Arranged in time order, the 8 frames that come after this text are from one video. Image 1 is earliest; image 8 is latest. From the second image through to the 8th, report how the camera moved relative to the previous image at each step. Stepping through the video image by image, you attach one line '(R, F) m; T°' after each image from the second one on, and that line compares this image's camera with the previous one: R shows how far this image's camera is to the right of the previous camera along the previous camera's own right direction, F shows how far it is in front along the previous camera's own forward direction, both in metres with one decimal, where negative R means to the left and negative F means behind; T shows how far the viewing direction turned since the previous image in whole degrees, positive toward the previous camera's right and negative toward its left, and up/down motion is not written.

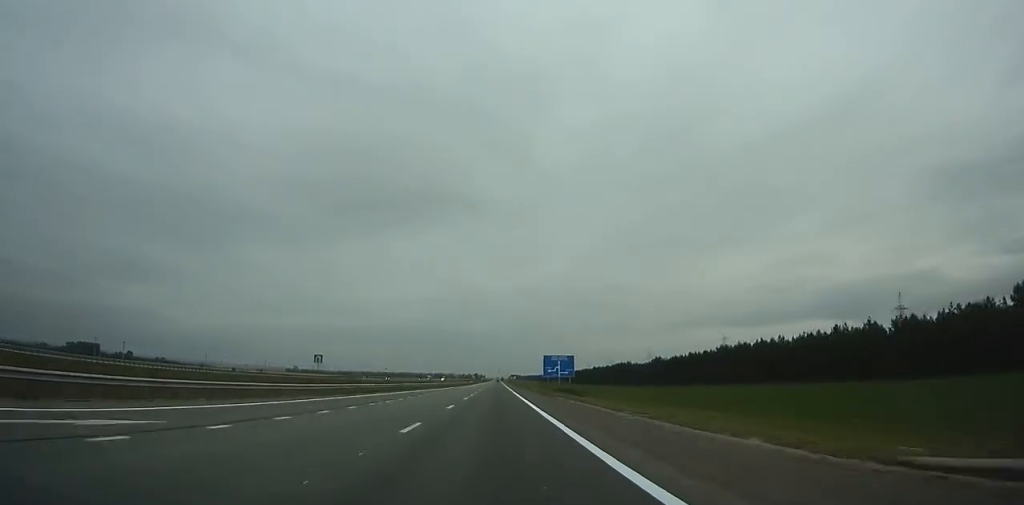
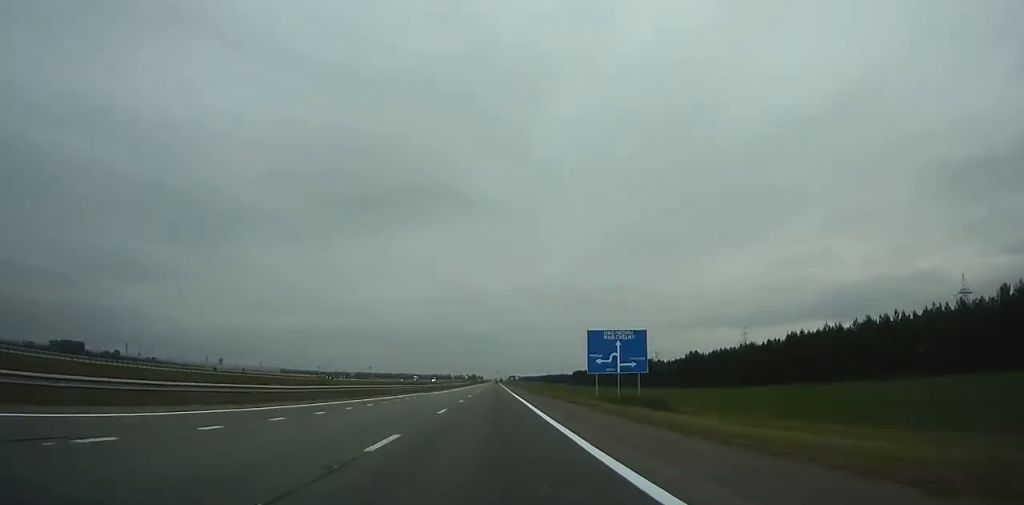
(0.0, +48.0) m; 0°
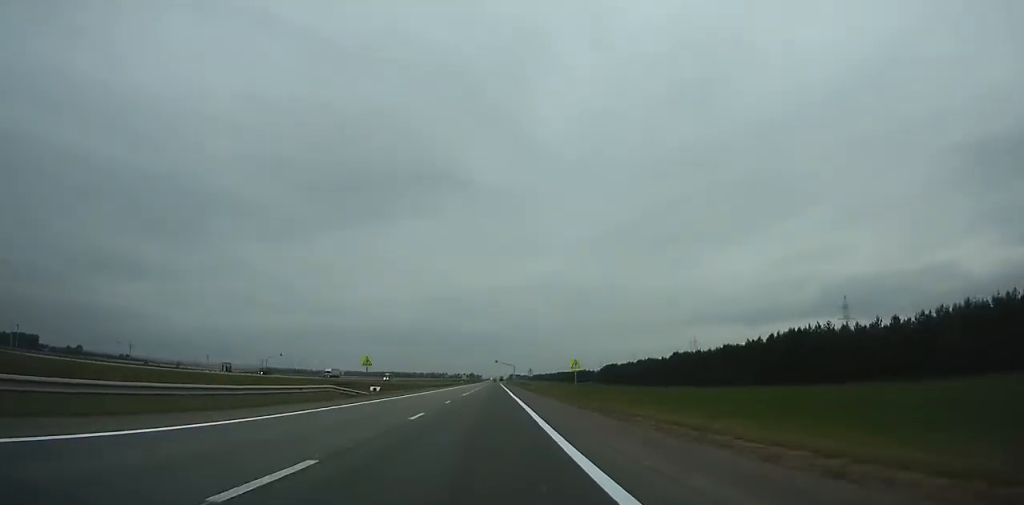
(+0.2, +146.8) m; 0°
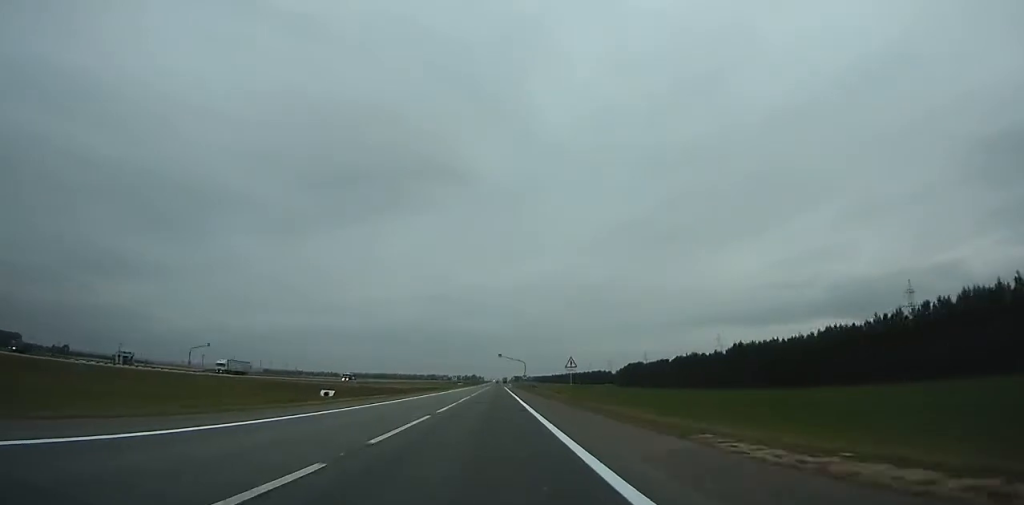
(0.0, +56.7) m; 0°
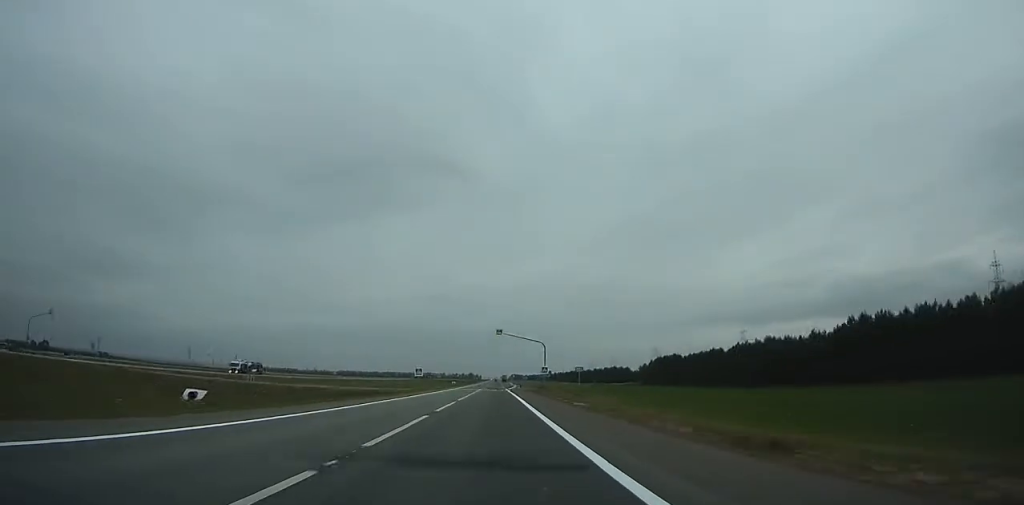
(0.0, +59.6) m; 0°
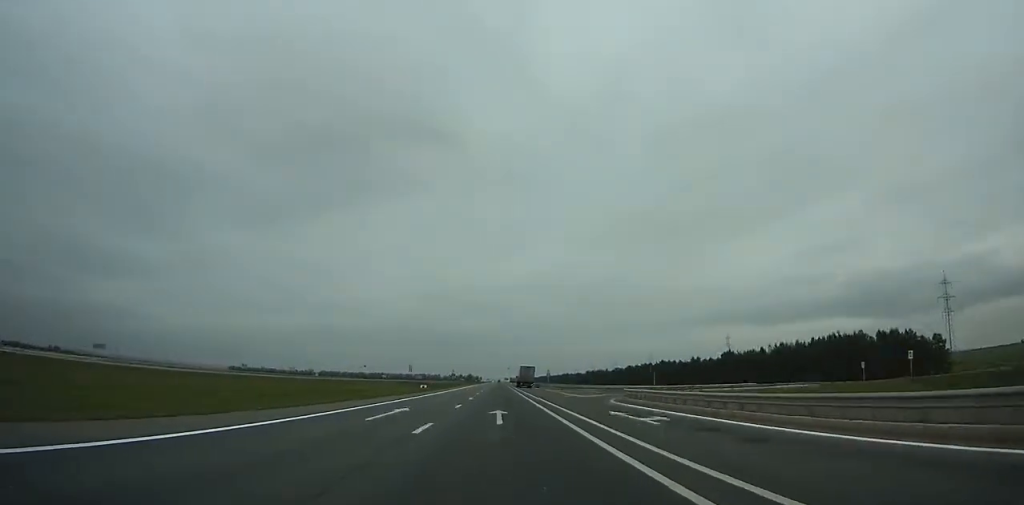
(-0.8, +233.4) m; 0°
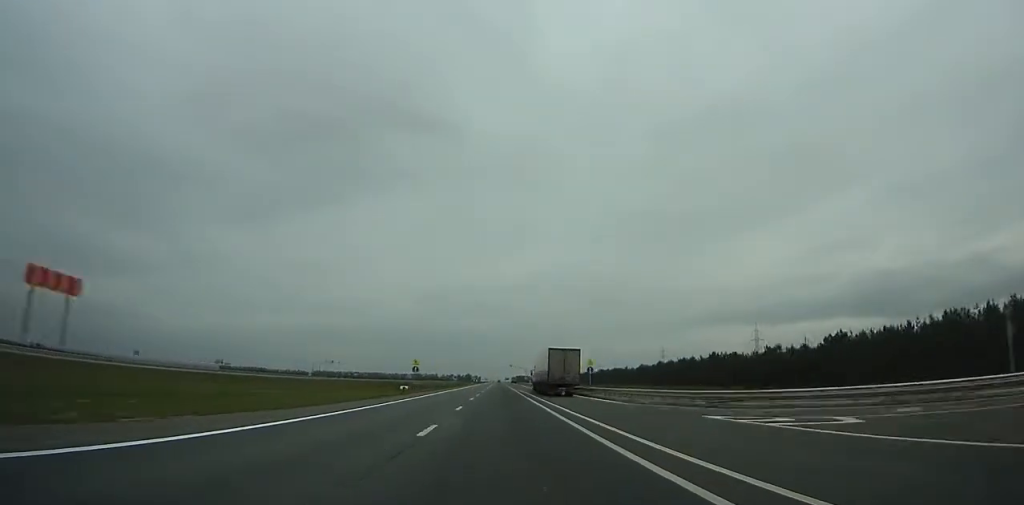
(0.0, +60.4) m; +3°
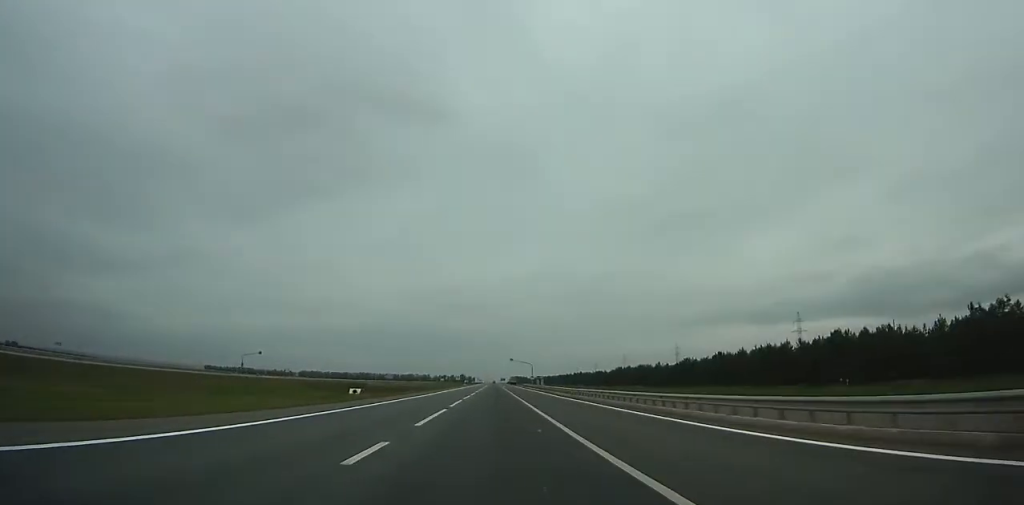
(+2.7, +75.0) m; +1°
